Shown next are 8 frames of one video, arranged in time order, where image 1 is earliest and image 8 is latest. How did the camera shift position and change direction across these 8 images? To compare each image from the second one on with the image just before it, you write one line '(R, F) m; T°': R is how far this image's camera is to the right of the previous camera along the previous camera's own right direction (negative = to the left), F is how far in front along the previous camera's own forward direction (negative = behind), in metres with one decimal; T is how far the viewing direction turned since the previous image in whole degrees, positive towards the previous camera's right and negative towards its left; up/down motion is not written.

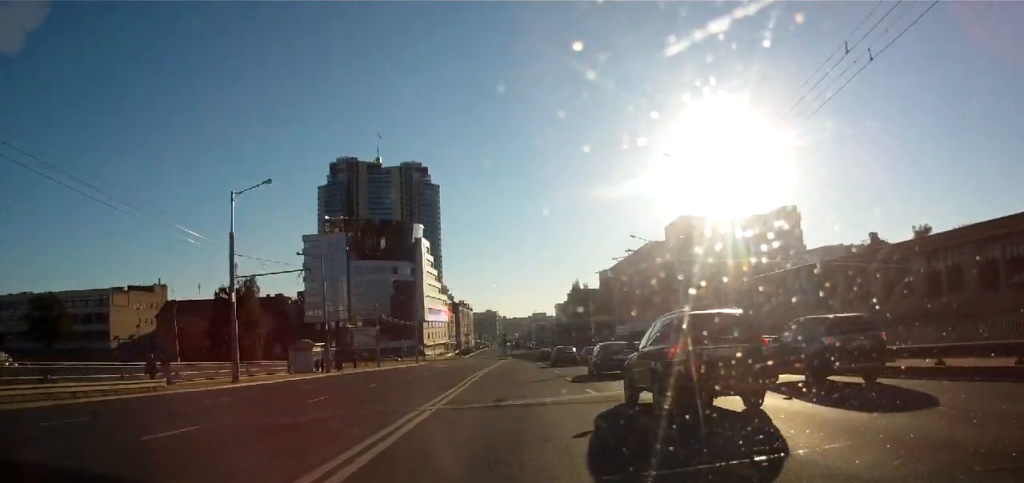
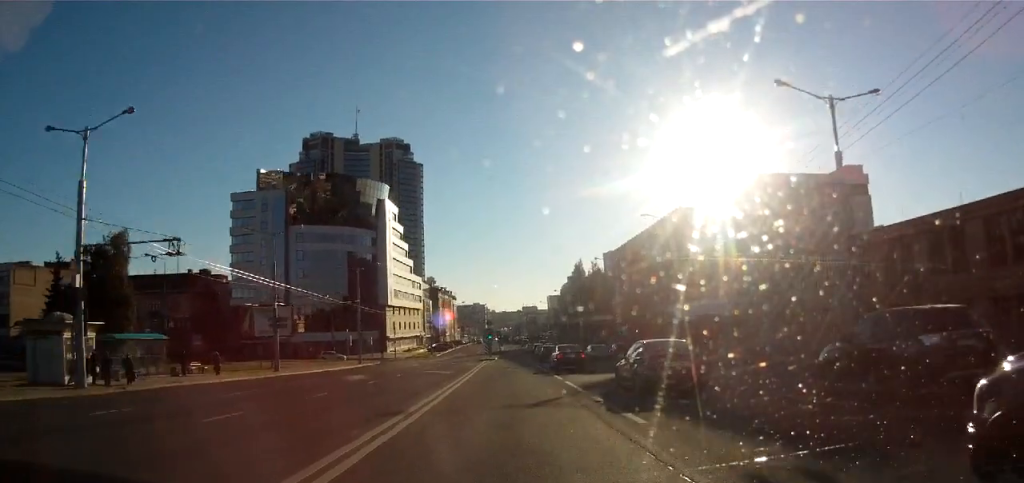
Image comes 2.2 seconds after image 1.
(+1.3, +37.4) m; +4°
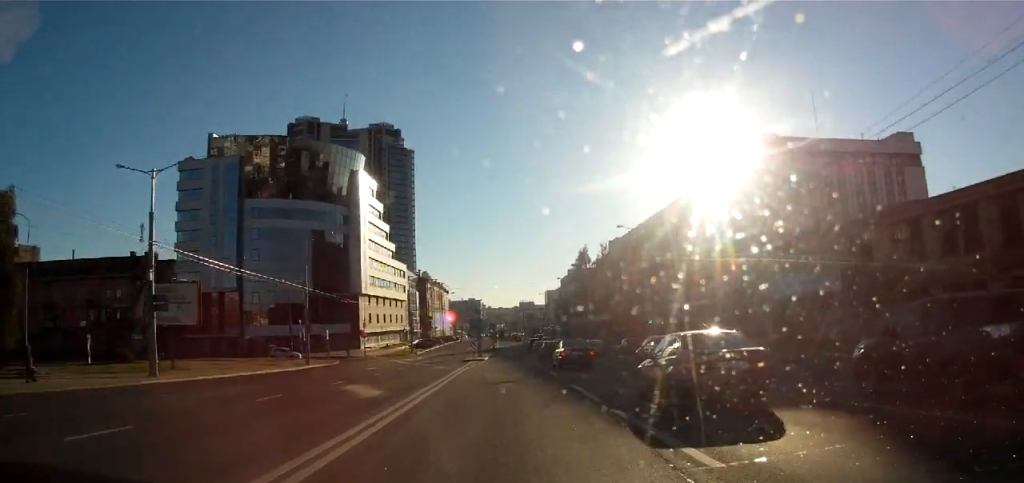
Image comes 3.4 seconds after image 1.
(0.0, +19.8) m; -1°
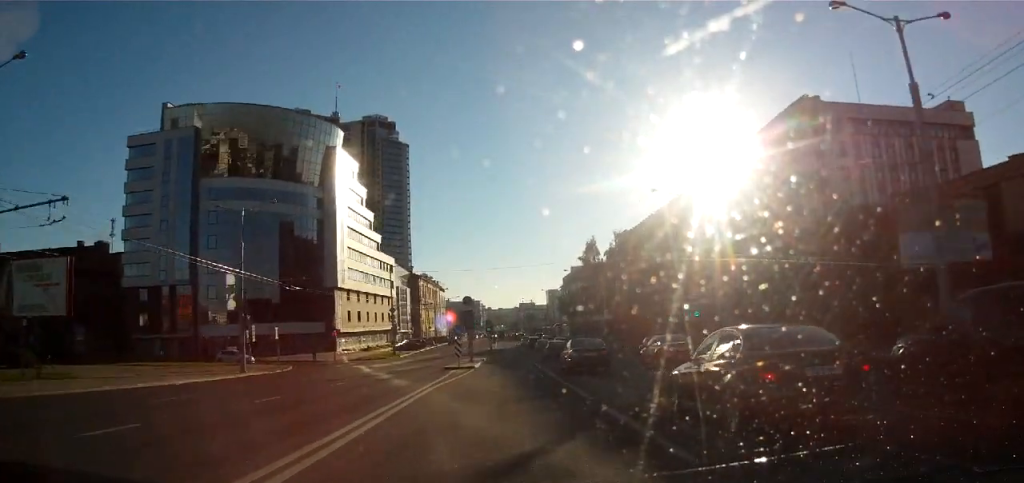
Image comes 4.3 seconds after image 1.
(-0.1, +15.5) m; -1°
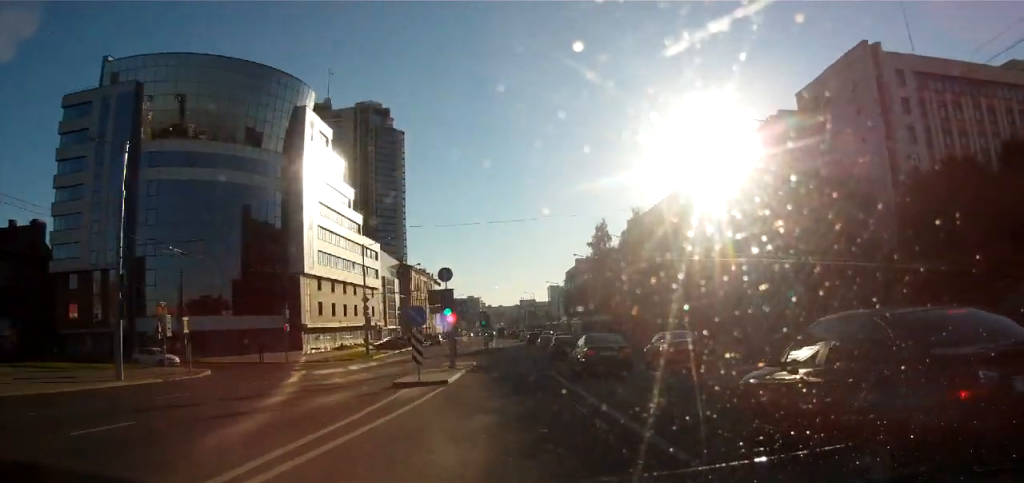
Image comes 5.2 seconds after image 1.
(-0.3, +15.1) m; 0°
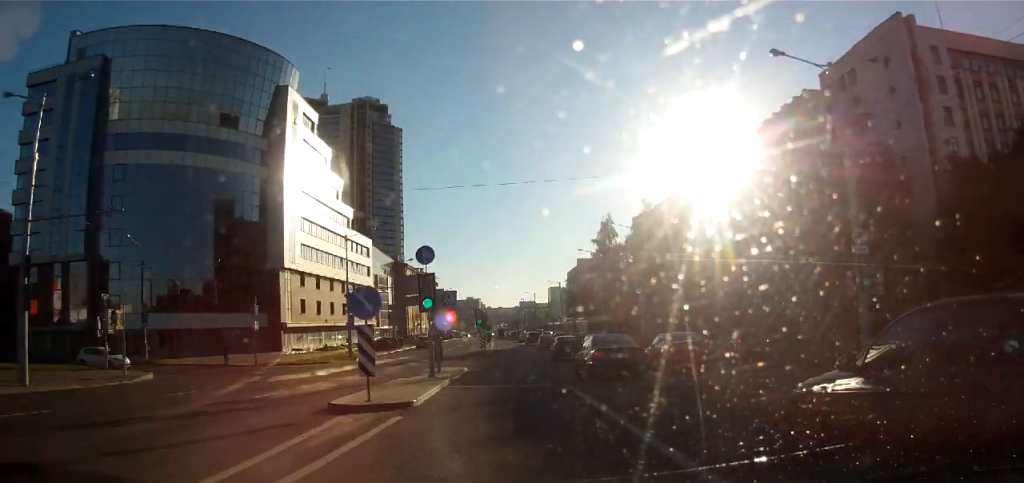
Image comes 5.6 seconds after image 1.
(+0.3, +6.9) m; 0°
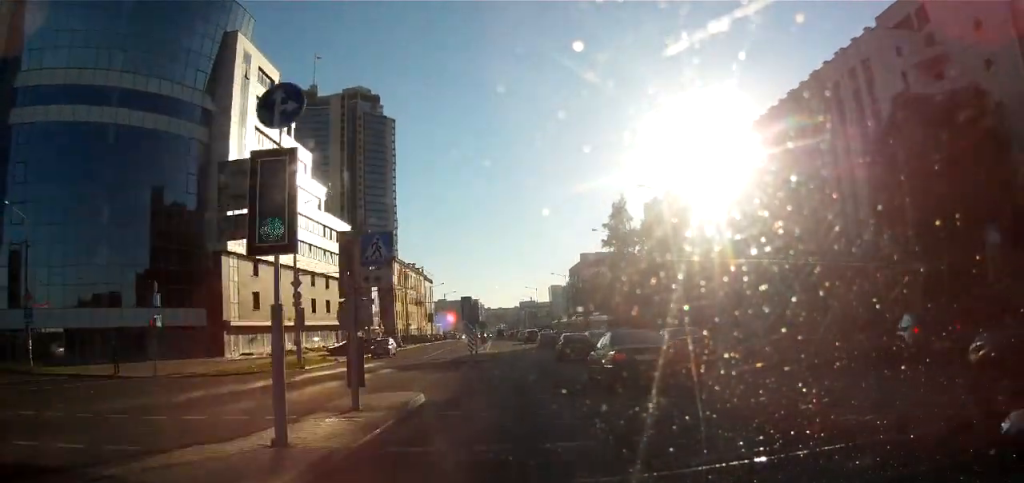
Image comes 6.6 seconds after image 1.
(0.0, +13.9) m; +1°
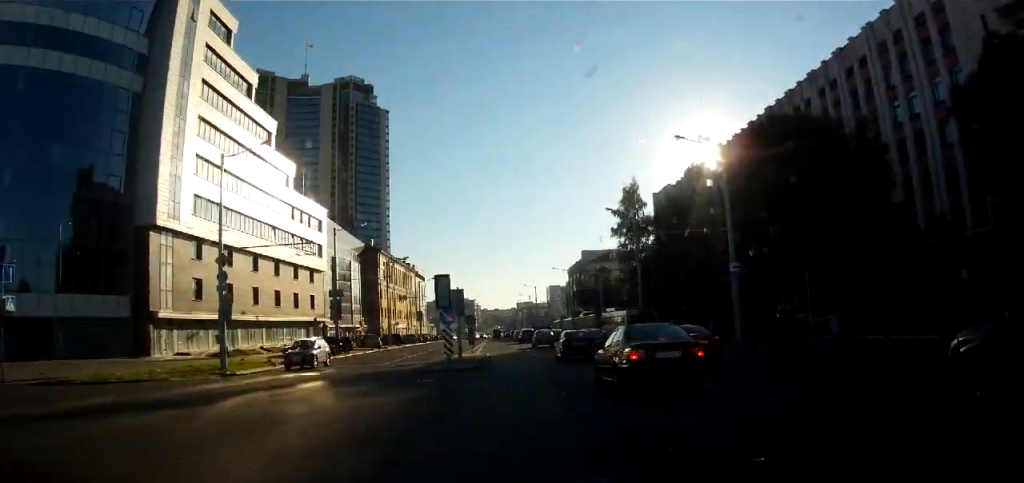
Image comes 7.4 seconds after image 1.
(0.0, +11.3) m; +1°
